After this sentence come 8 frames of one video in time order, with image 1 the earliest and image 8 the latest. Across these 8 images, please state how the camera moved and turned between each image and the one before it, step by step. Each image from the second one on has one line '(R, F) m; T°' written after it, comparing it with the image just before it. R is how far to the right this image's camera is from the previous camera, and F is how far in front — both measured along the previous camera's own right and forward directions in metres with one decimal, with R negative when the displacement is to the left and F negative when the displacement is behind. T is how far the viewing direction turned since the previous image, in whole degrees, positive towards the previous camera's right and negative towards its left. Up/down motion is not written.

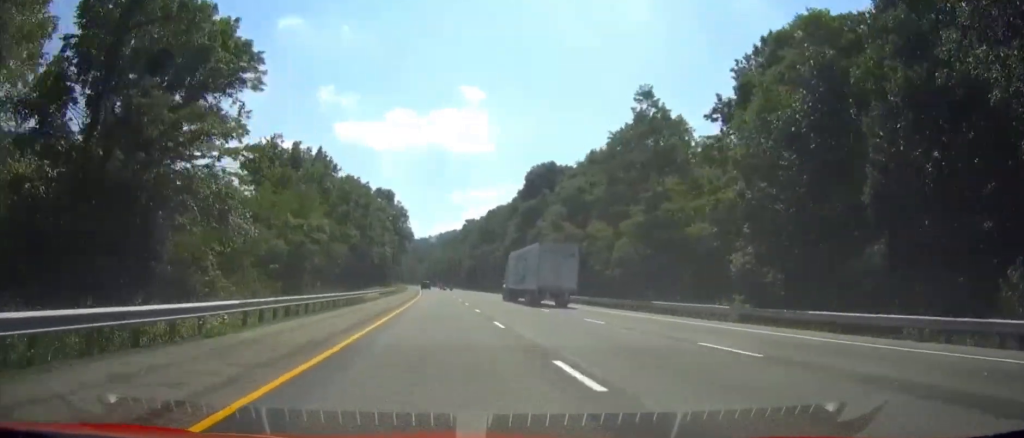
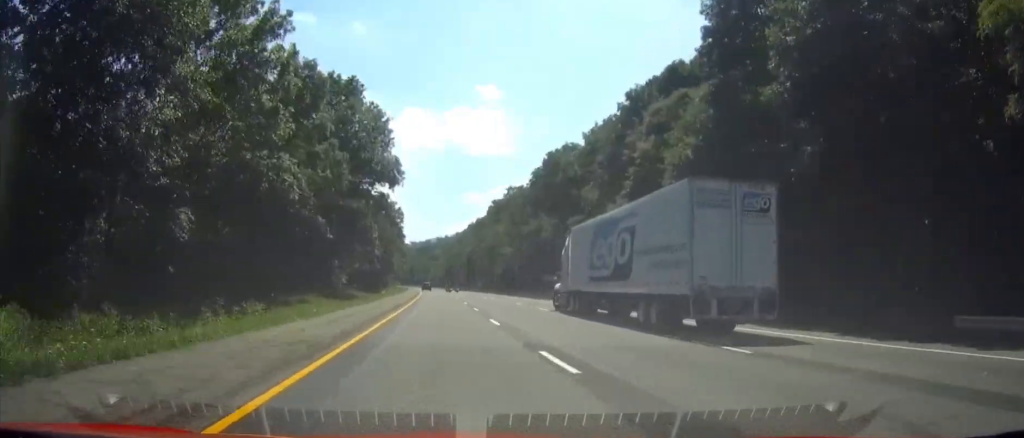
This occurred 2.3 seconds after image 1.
(-0.9, +83.7) m; -1°
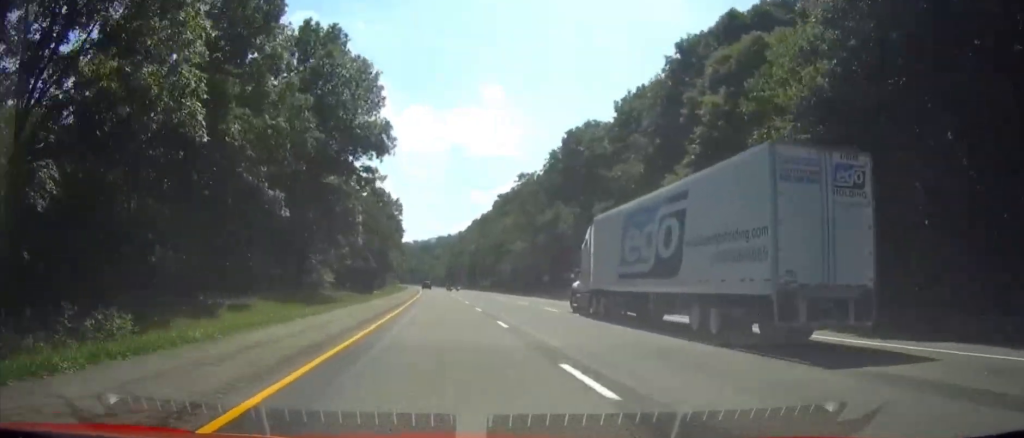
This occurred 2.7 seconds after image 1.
(-0.1, +14.4) m; 0°
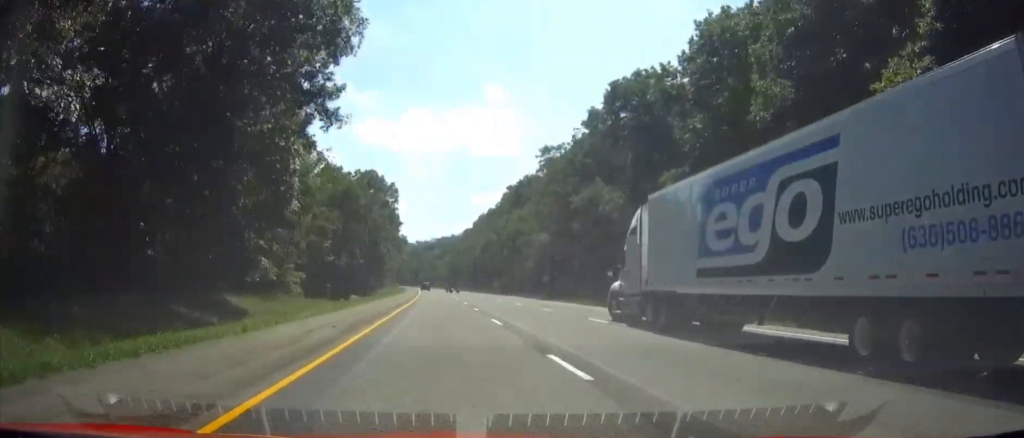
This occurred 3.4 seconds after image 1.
(0.0, +22.7) m; 0°
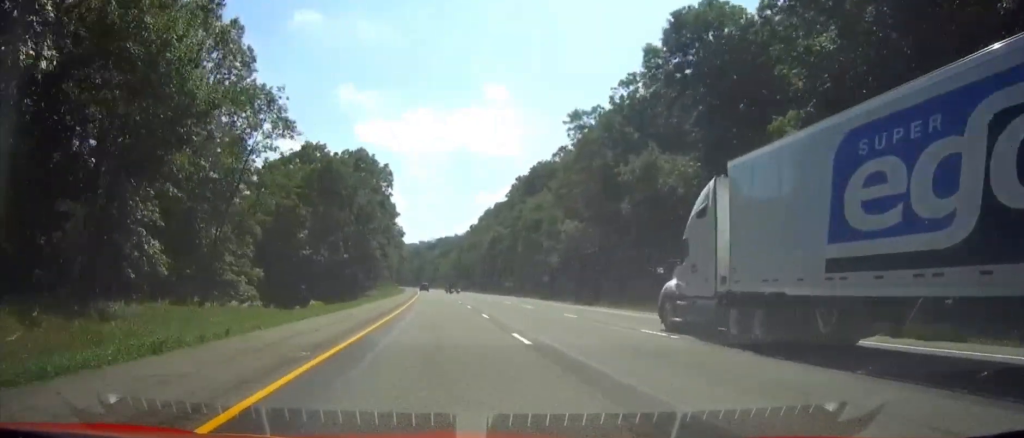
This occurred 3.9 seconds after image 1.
(+0.1, +19.1) m; 0°
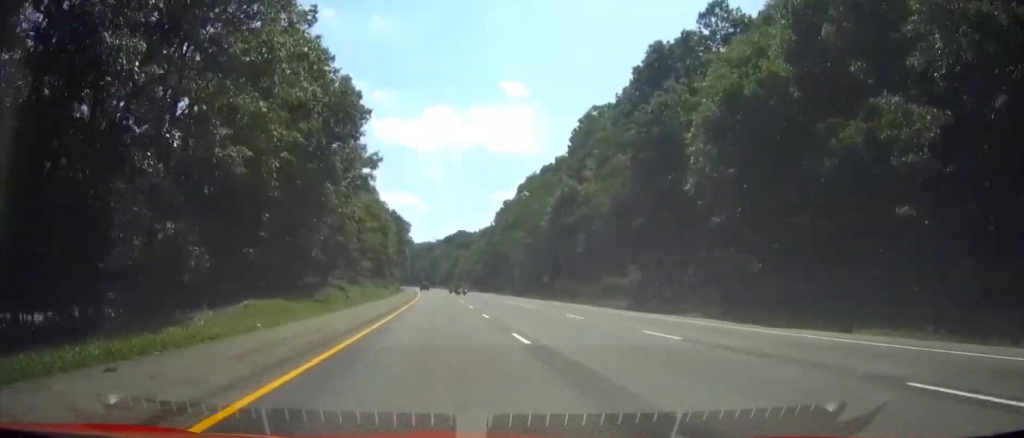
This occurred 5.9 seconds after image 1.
(-0.9, +72.8) m; -1°
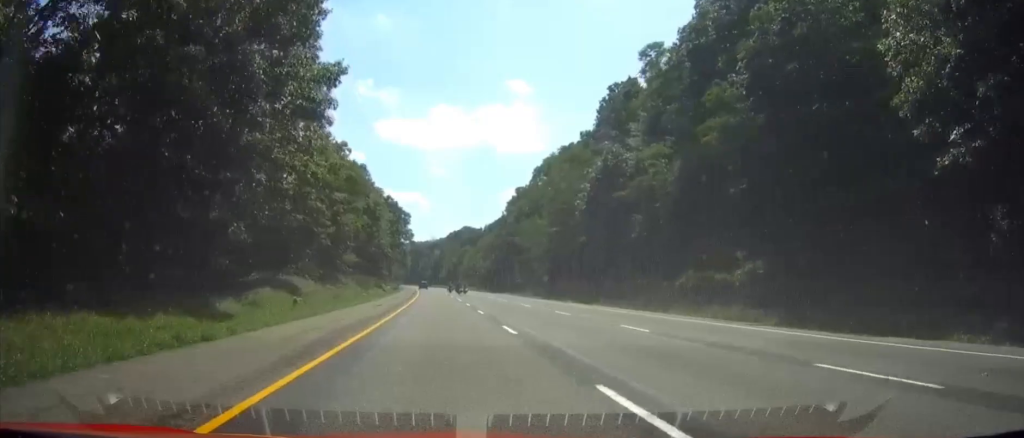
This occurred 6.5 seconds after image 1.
(-0.2, +21.4) m; 0°
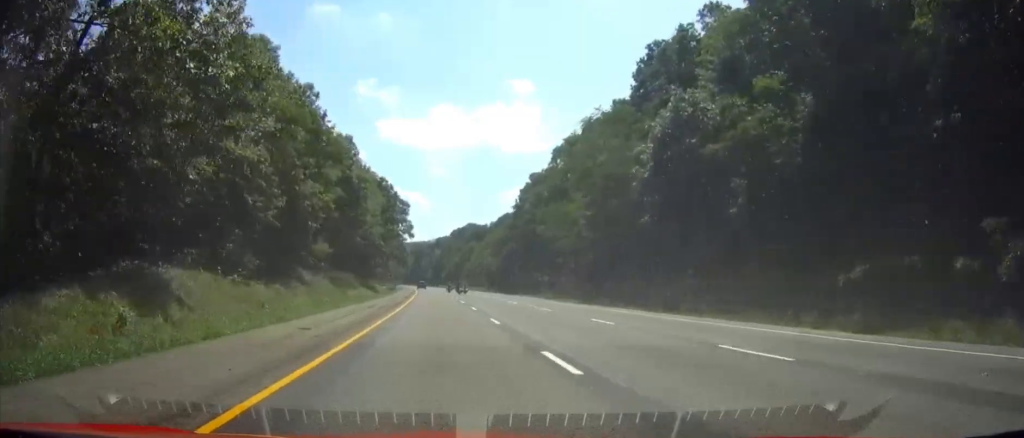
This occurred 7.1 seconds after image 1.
(0.0, +20.2) m; 0°
